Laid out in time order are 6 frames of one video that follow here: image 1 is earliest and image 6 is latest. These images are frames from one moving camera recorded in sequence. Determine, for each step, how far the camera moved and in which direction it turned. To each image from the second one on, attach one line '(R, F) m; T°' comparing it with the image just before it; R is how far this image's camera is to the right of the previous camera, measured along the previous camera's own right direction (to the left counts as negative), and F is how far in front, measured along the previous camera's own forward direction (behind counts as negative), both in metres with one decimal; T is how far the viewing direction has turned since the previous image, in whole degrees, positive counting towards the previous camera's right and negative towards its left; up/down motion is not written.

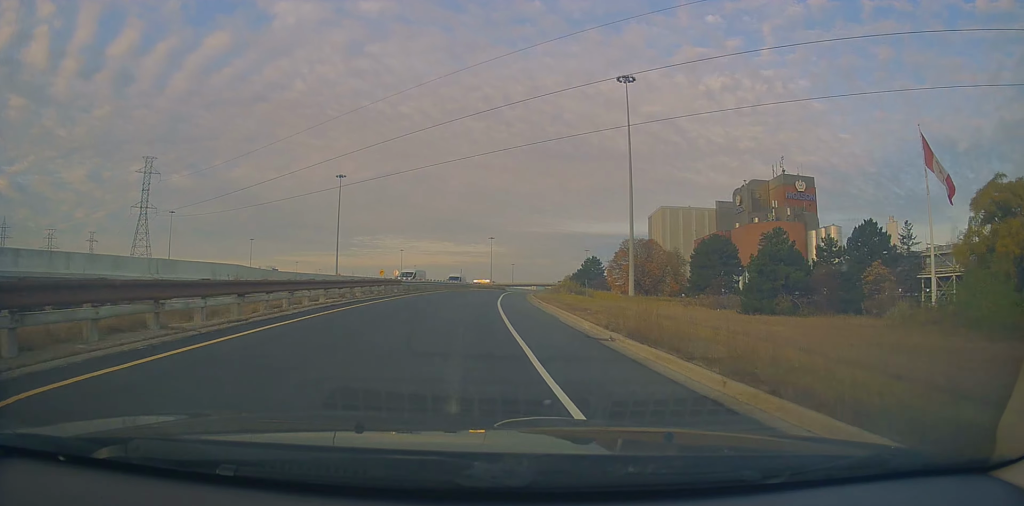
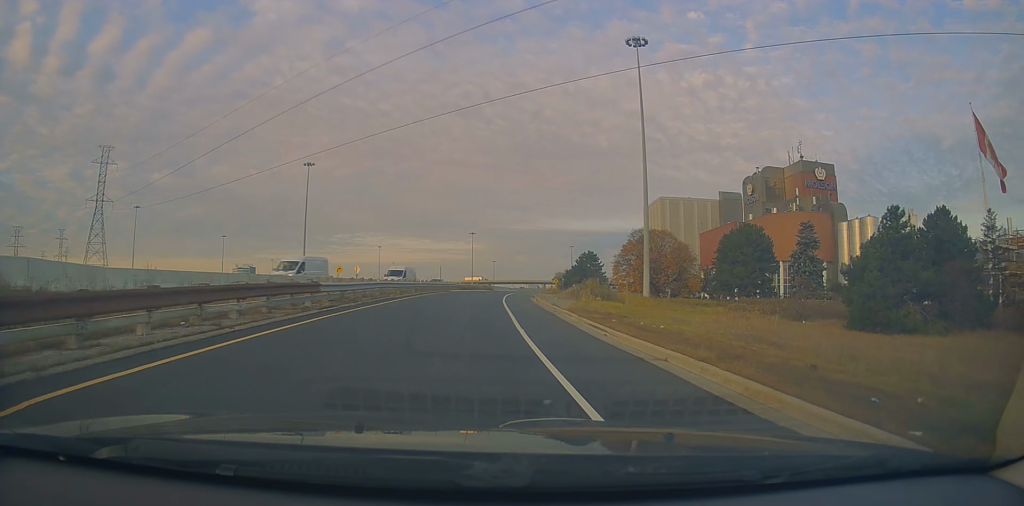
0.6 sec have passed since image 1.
(+0.7, +17.6) m; +2°
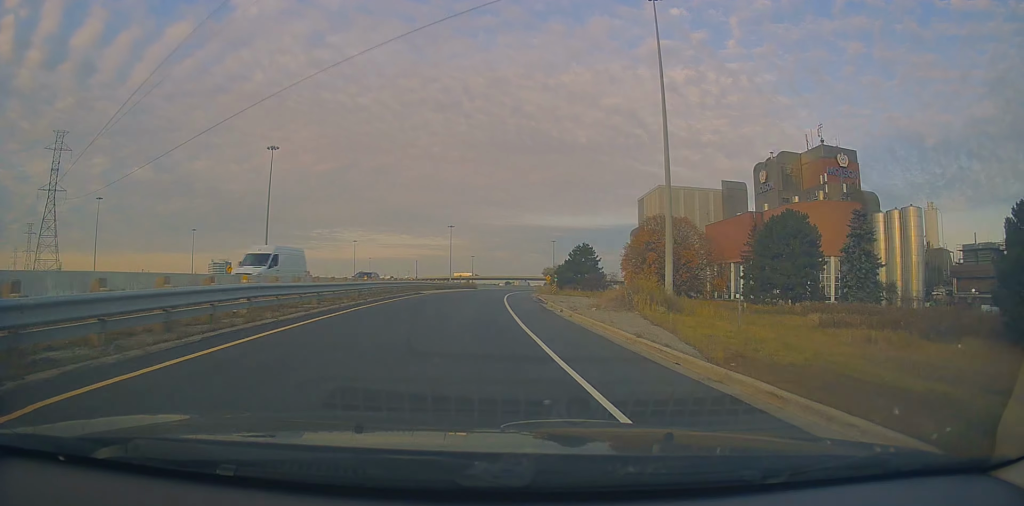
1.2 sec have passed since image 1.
(+0.6, +16.7) m; +2°
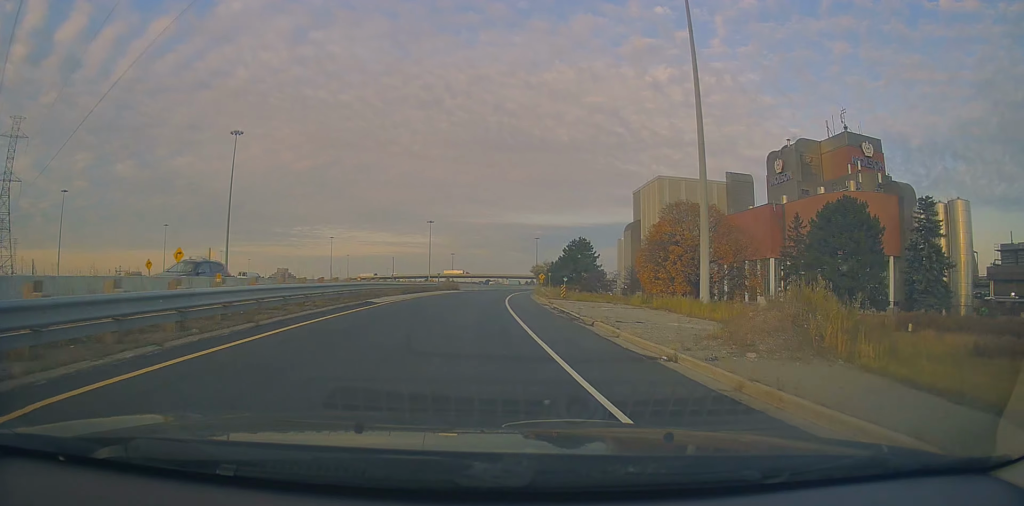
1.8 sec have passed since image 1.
(0.0, +14.7) m; +1°
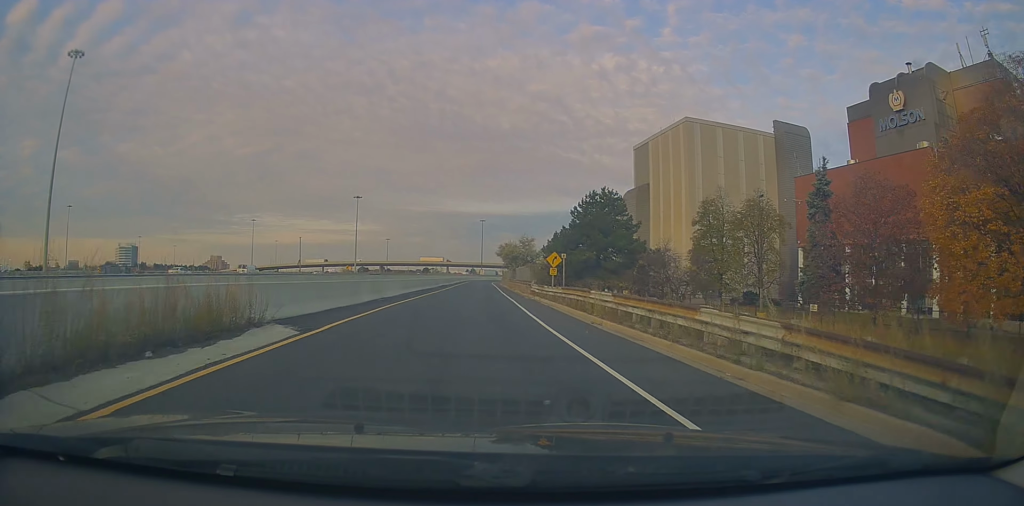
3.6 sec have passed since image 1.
(+2.7, +51.6) m; +6°
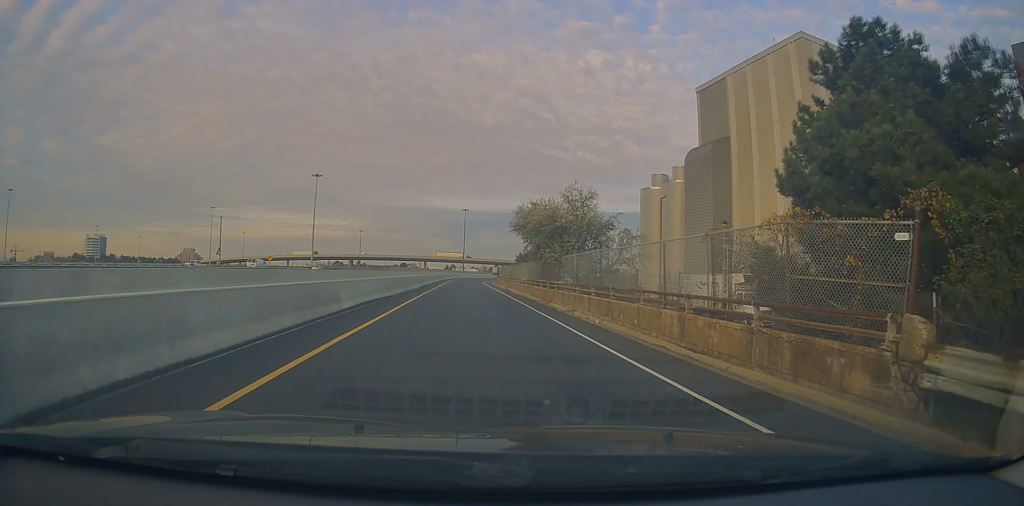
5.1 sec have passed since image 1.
(+1.1, +41.7) m; +3°
